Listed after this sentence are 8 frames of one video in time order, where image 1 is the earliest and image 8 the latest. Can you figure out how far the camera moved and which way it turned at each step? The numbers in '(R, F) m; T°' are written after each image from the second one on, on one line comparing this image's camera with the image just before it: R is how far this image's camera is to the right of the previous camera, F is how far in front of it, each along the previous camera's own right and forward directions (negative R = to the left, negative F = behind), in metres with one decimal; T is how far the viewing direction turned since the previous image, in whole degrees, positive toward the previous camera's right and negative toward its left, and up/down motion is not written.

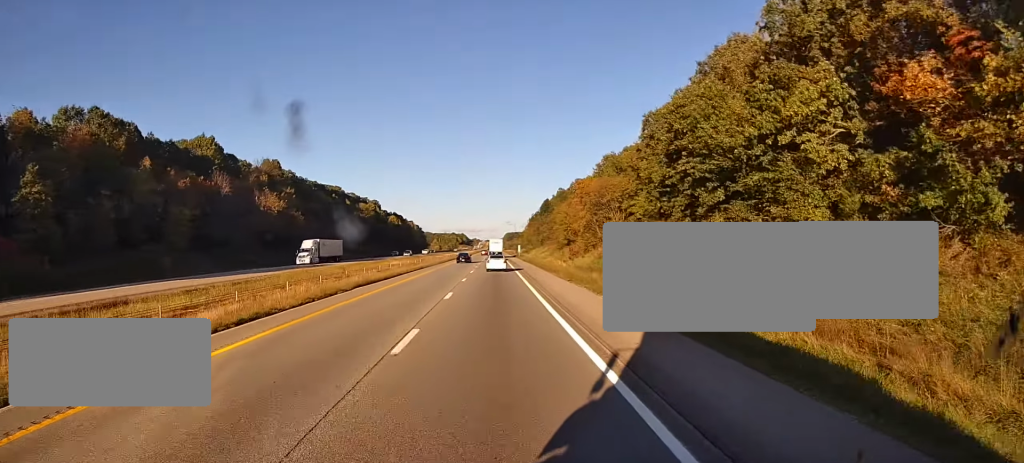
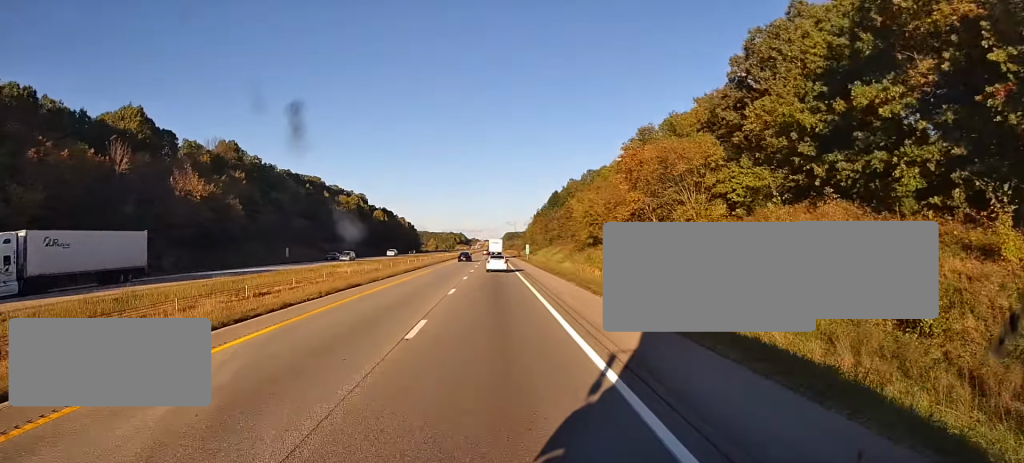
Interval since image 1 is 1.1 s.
(-0.2, +34.8) m; 0°
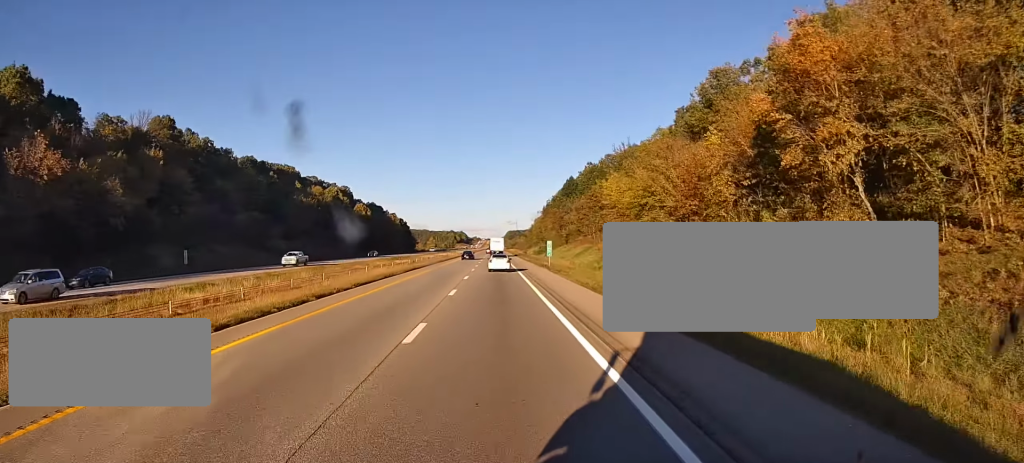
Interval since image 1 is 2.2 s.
(+0.2, +37.0) m; 0°
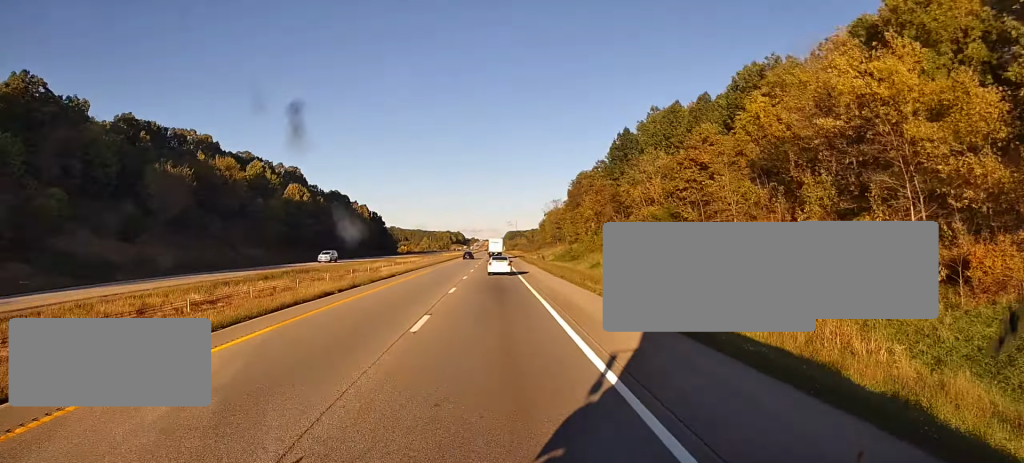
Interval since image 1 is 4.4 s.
(-0.3, +70.9) m; 0°
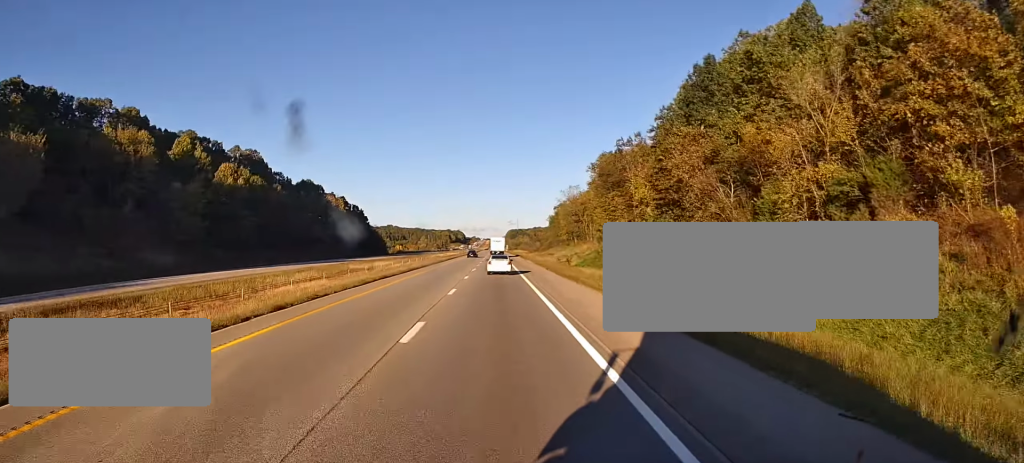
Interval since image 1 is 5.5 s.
(0.0, +38.3) m; 0°
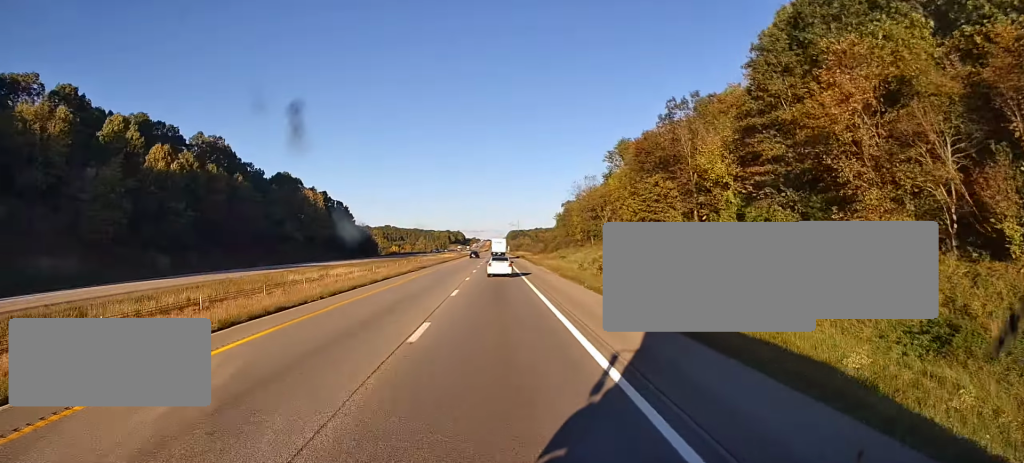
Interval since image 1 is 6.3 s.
(+0.1, +24.0) m; 0°
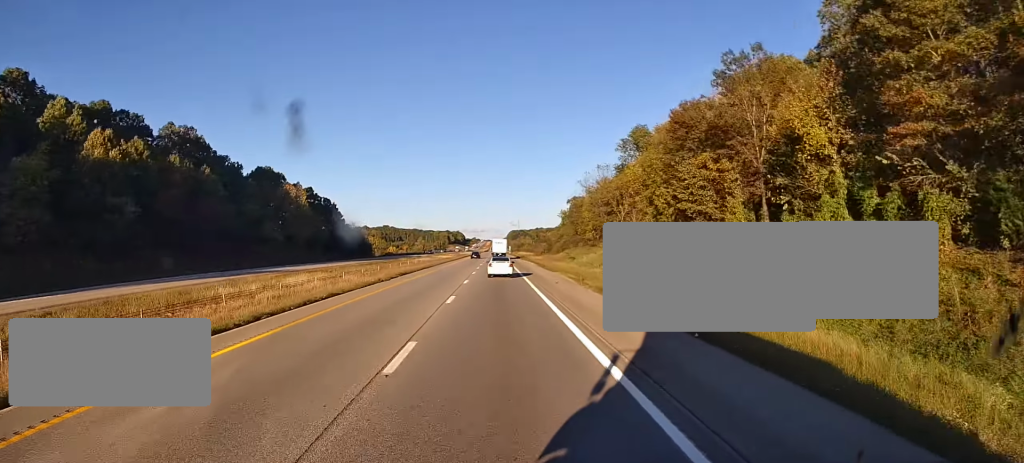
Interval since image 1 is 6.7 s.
(0.0, +15.3) m; 0°
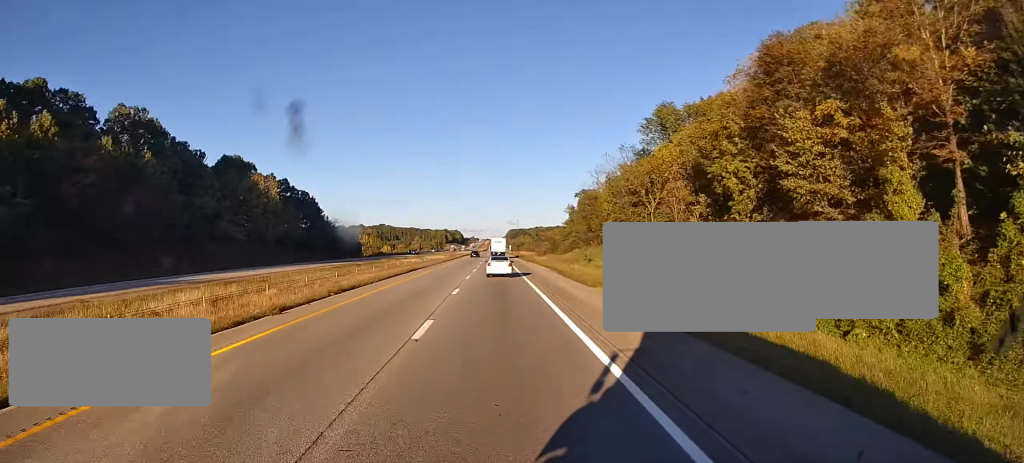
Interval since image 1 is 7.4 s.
(-0.2, +20.8) m; +1°
